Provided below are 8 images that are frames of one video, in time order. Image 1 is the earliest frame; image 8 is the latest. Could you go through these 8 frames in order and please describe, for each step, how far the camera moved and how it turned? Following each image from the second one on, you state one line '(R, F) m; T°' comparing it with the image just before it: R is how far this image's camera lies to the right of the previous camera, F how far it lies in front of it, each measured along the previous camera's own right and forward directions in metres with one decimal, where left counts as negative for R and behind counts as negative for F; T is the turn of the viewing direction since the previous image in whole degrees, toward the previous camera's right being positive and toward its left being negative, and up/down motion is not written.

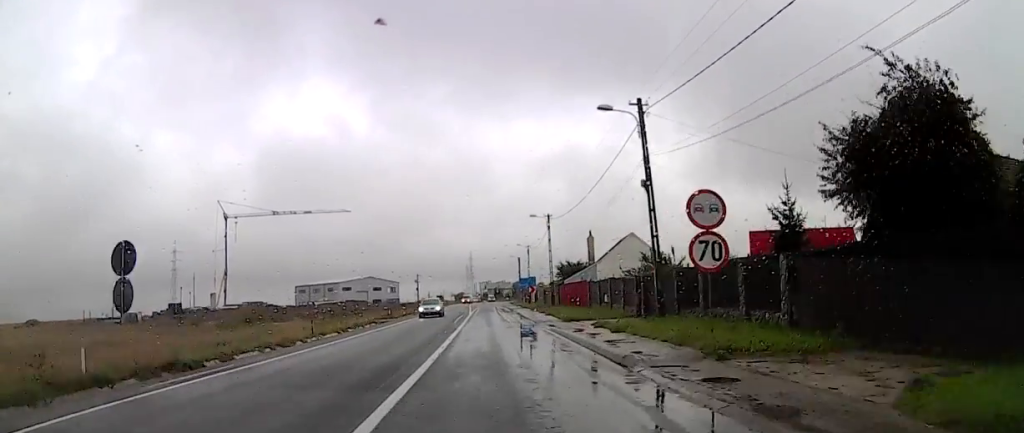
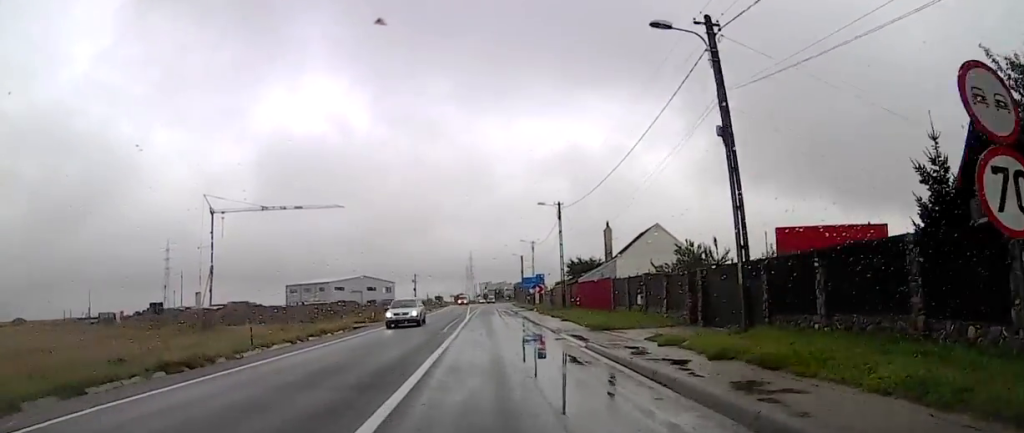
(+0.9, +8.1) m; +1°
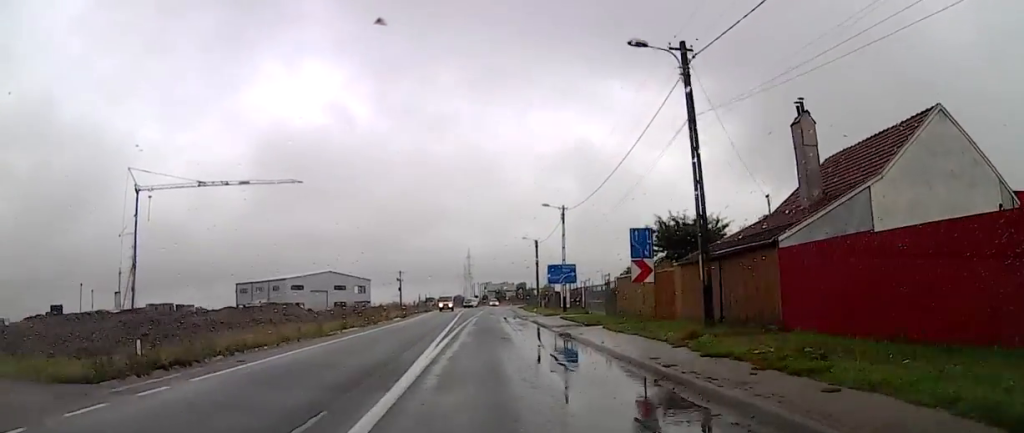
(-2.6, +33.4) m; -4°
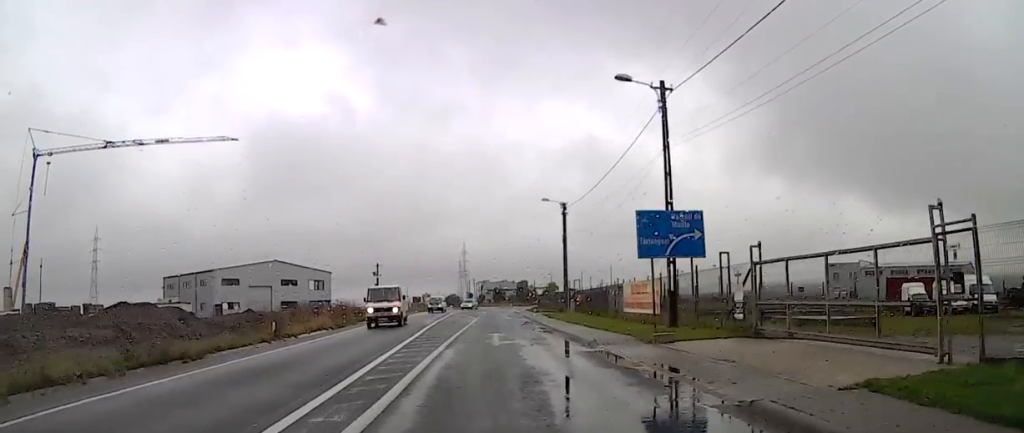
(+0.7, +30.3) m; +3°
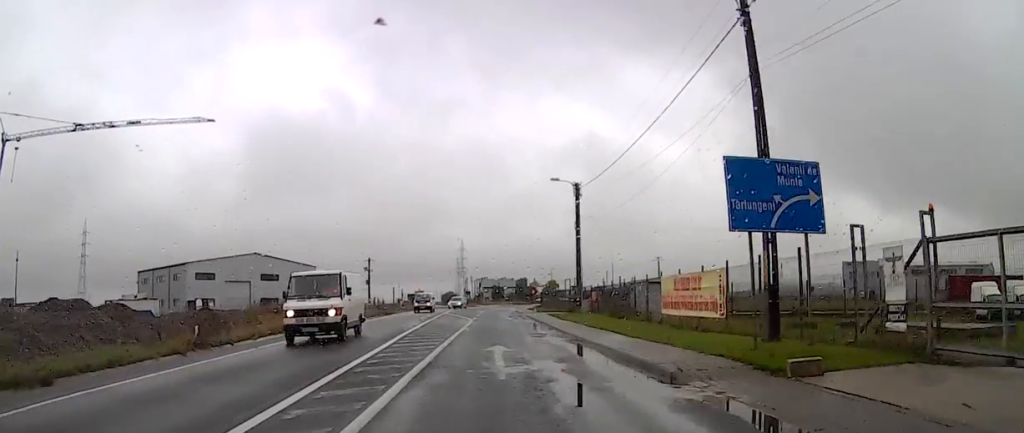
(+0.1, +7.7) m; 0°
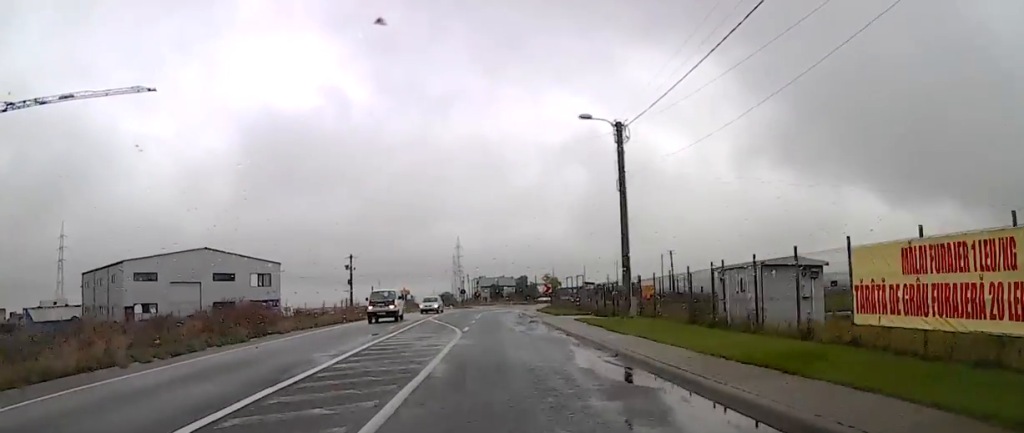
(0.0, +15.1) m; -2°
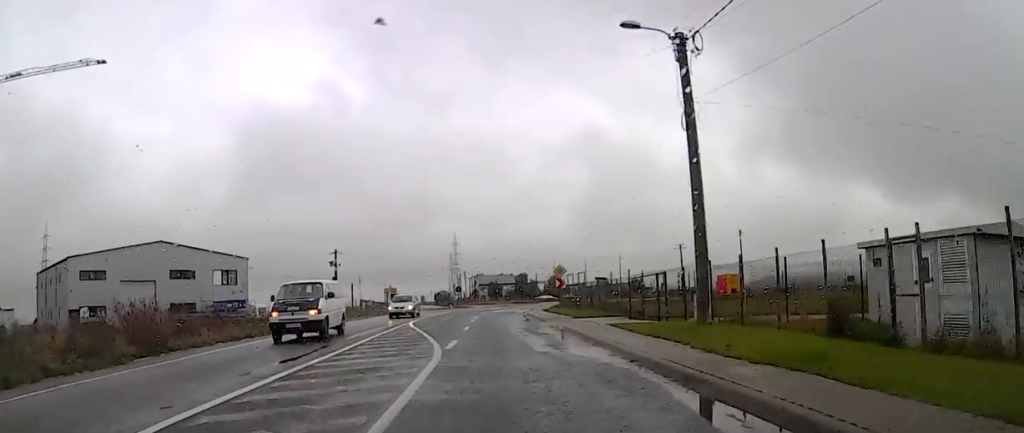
(-0.8, +9.9) m; 0°
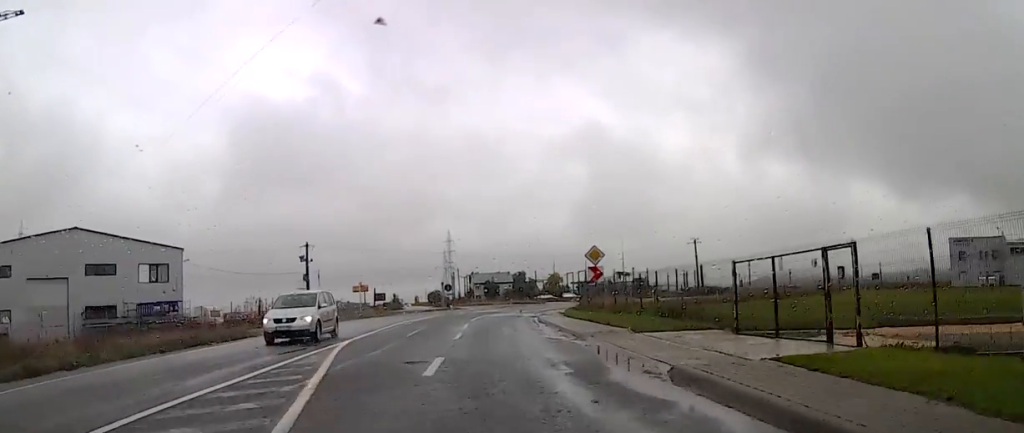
(+1.2, +14.5) m; +5°
